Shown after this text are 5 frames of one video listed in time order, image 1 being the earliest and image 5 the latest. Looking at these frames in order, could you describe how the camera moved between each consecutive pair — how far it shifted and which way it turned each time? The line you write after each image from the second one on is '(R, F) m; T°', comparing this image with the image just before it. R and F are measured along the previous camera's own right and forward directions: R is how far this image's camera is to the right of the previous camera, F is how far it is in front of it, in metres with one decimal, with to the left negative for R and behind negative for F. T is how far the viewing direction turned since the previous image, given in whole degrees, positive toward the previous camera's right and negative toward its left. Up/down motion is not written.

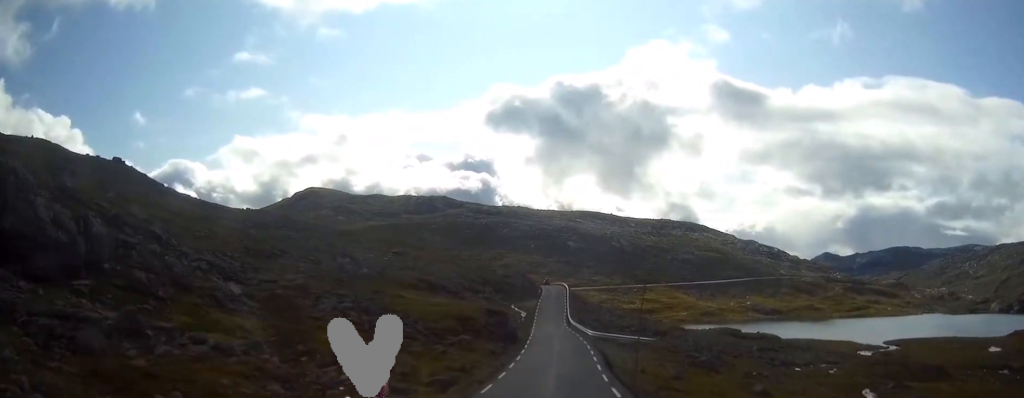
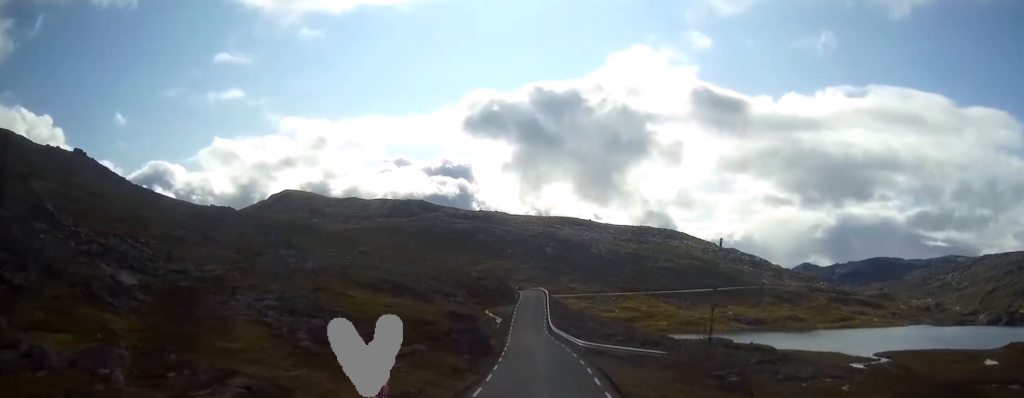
(+0.1, +12.0) m; +2°
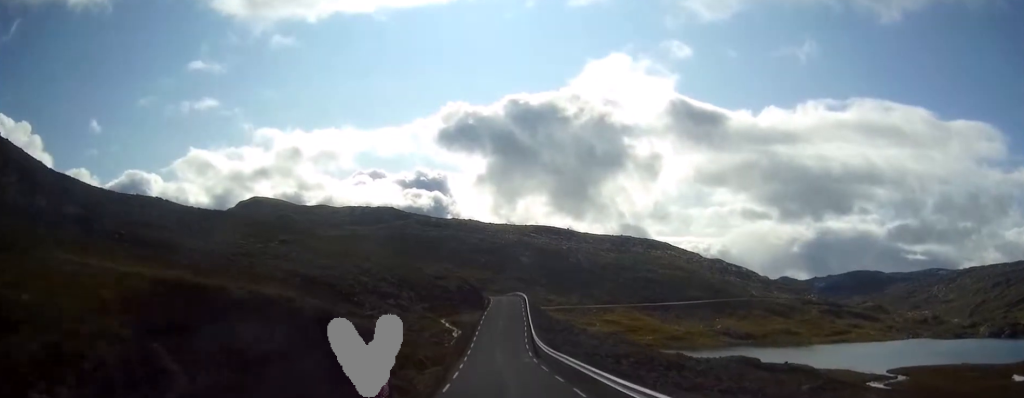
(+1.0, +34.4) m; +2°
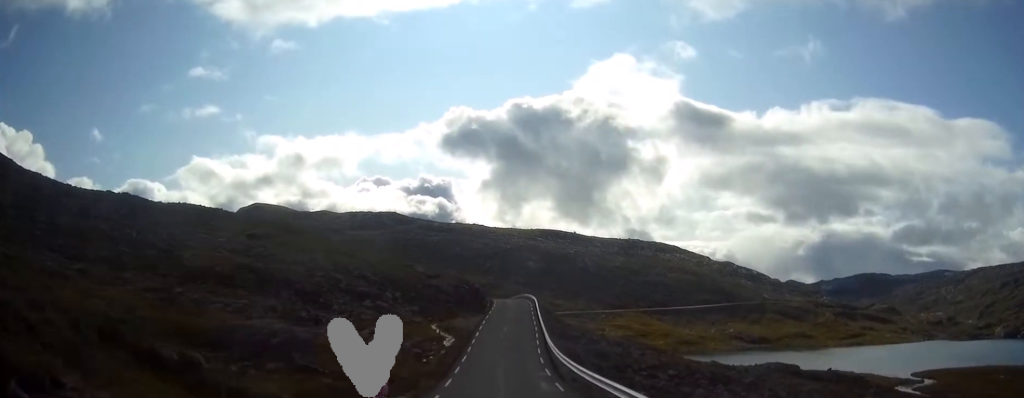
(+0.1, +15.5) m; -1°
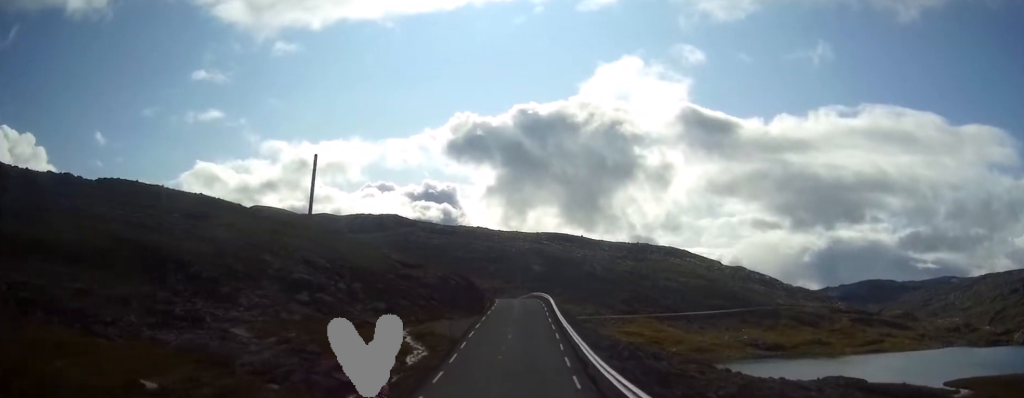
(-0.3, +21.8) m; 0°
